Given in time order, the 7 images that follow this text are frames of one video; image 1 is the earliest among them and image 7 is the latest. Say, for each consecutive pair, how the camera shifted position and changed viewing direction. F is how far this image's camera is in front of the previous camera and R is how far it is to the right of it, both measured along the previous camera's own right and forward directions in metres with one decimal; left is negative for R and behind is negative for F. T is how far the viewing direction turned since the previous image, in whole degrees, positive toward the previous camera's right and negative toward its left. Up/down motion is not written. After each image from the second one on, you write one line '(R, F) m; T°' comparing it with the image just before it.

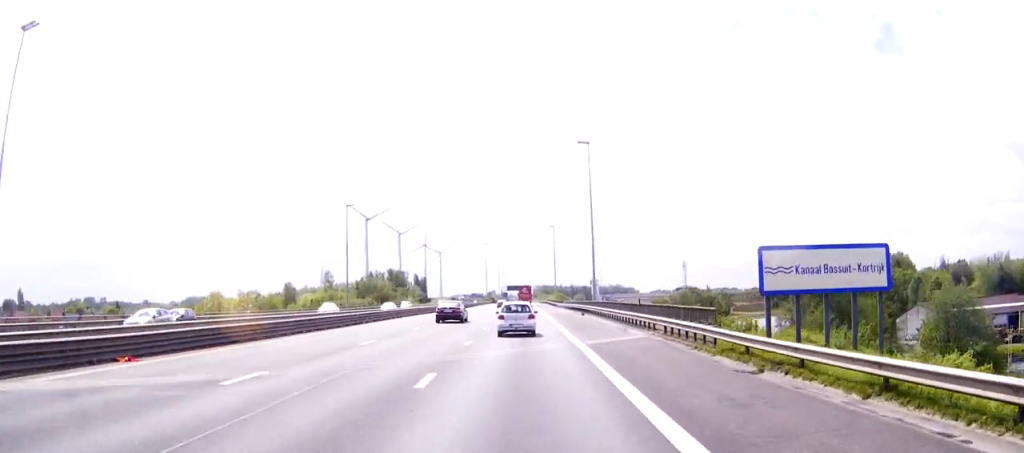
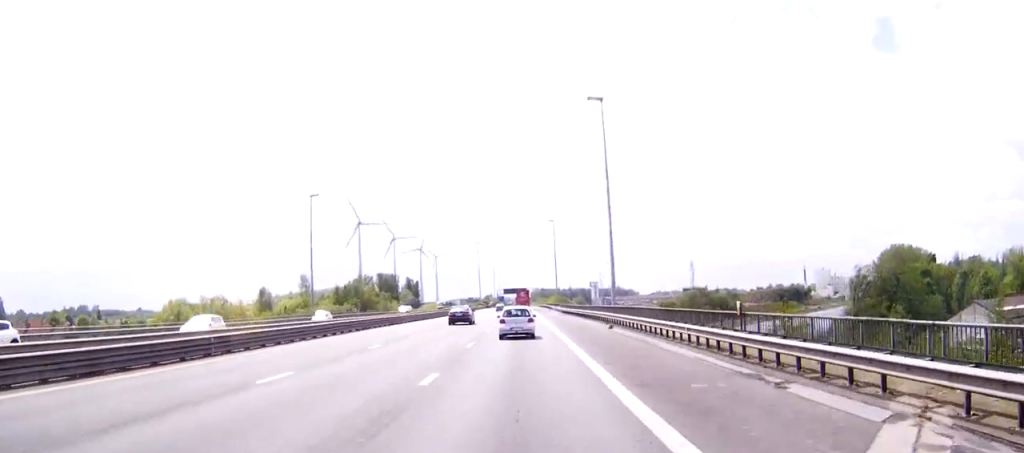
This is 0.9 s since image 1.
(0.0, +22.5) m; 0°
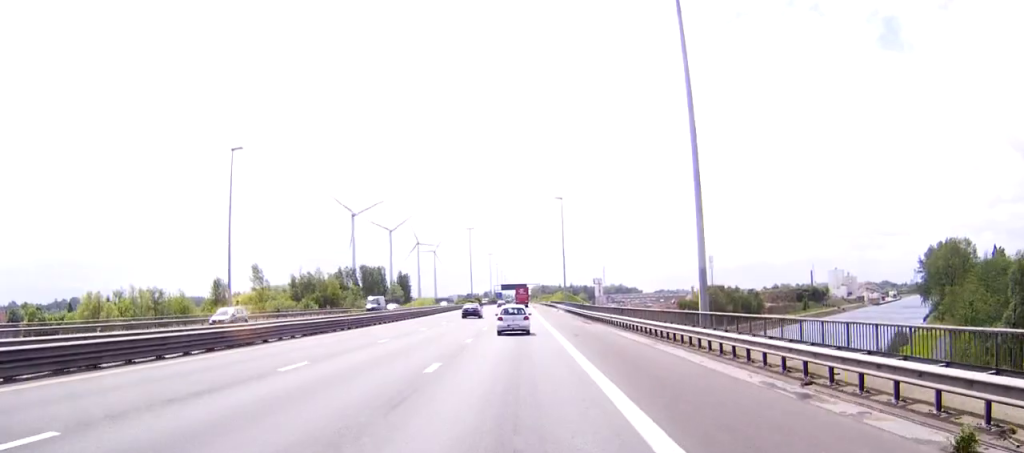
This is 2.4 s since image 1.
(0.0, +35.4) m; 0°
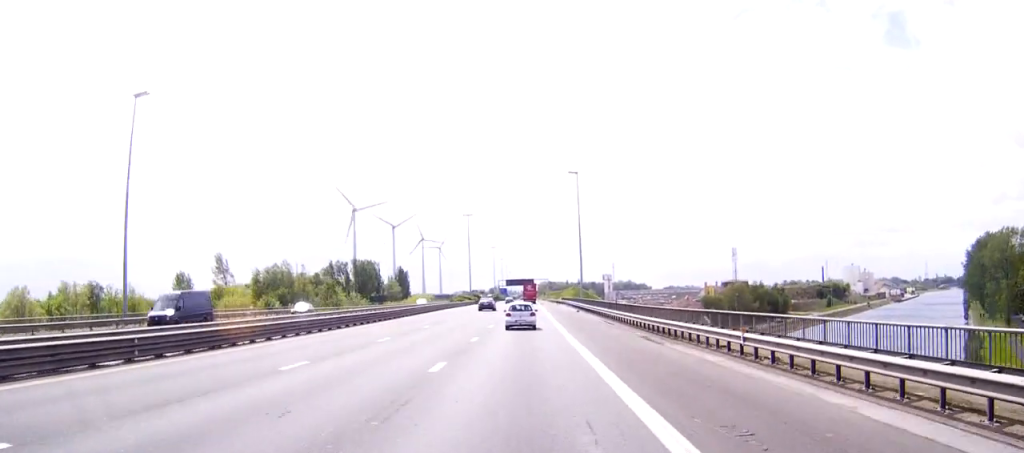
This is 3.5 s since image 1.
(-0.1, +26.5) m; 0°
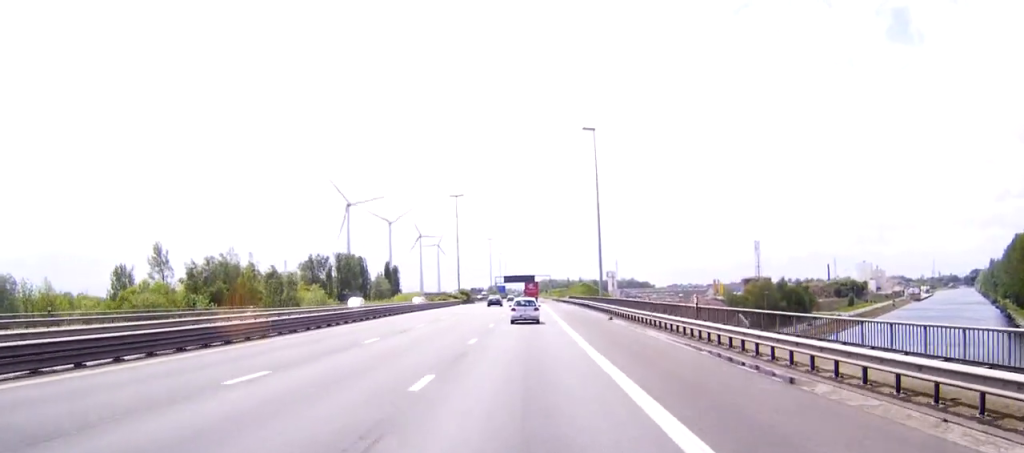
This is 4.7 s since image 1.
(0.0, +28.8) m; 0°
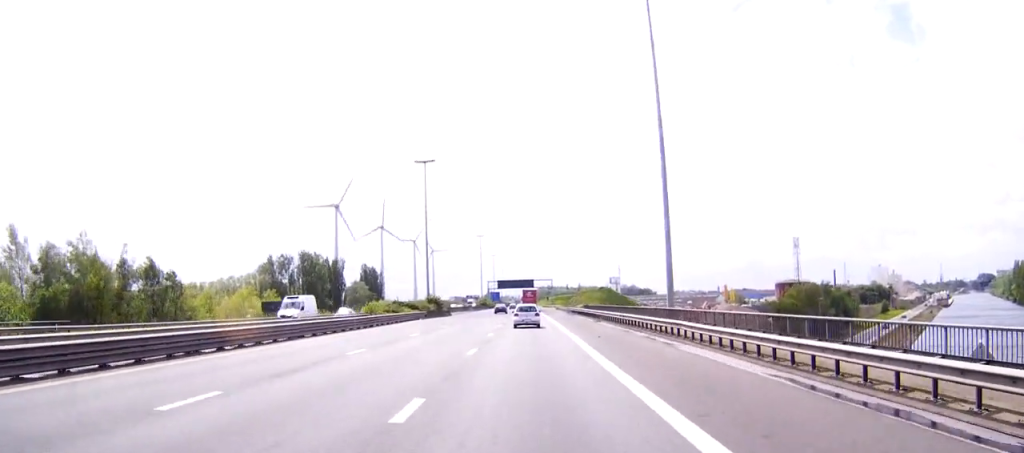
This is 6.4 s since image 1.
(0.0, +40.8) m; 0°
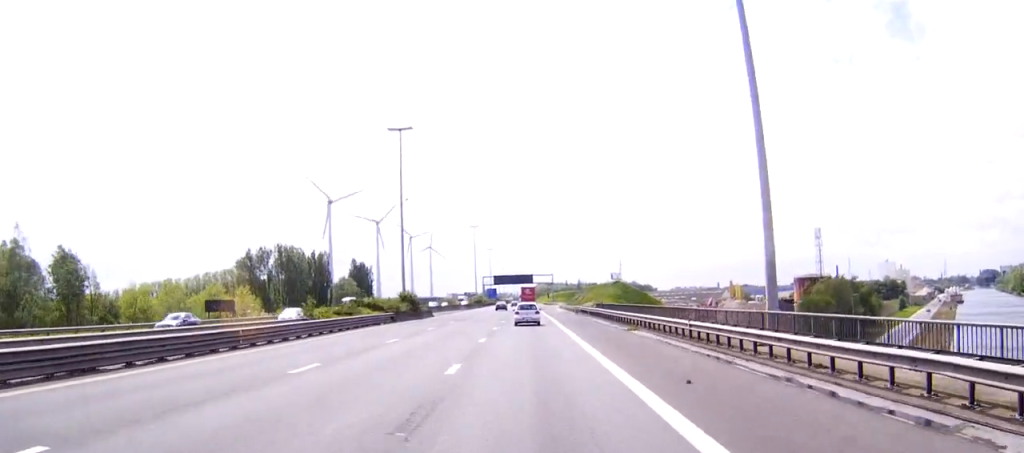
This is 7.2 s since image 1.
(+0.1, +18.4) m; 0°
